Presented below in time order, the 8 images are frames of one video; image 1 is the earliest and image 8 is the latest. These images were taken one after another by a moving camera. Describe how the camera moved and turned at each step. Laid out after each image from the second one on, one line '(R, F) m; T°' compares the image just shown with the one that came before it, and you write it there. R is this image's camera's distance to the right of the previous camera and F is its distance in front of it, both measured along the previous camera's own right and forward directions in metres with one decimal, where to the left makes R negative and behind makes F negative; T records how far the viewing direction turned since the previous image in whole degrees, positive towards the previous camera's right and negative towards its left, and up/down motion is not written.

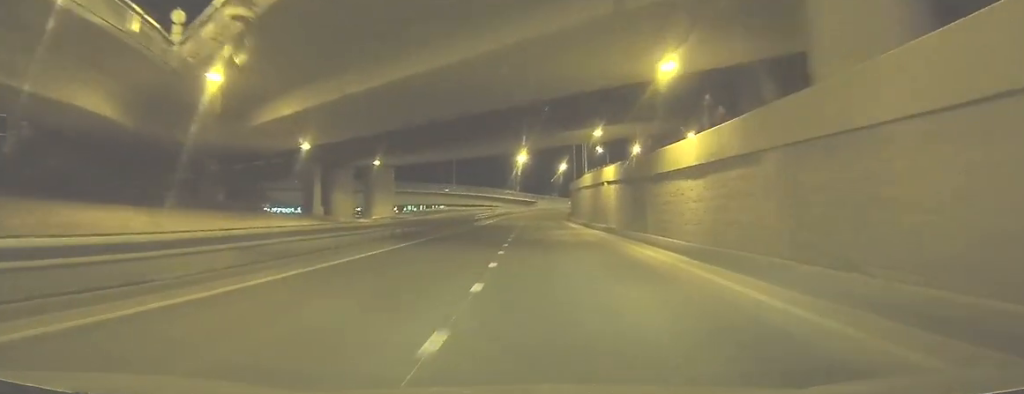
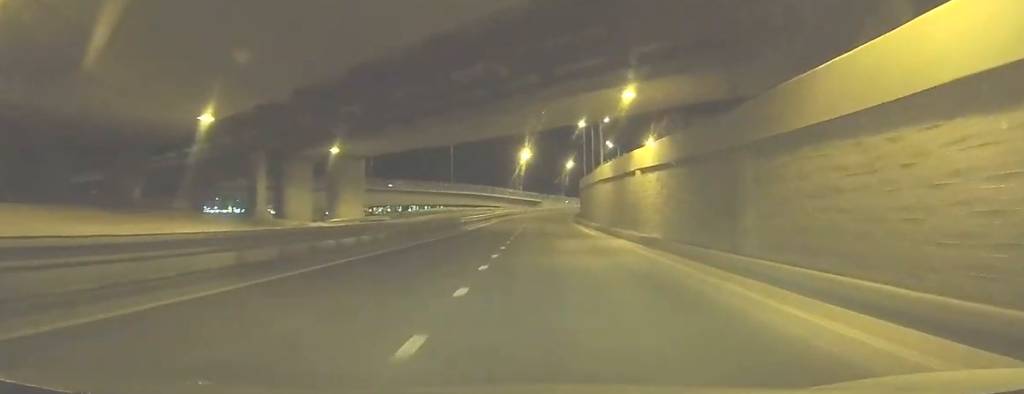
(-0.1, +15.8) m; 0°
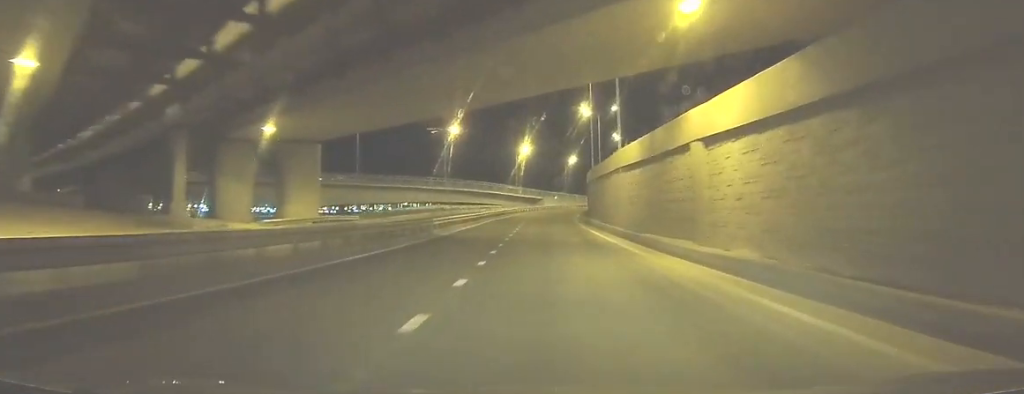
(+0.2, +13.8) m; +1°
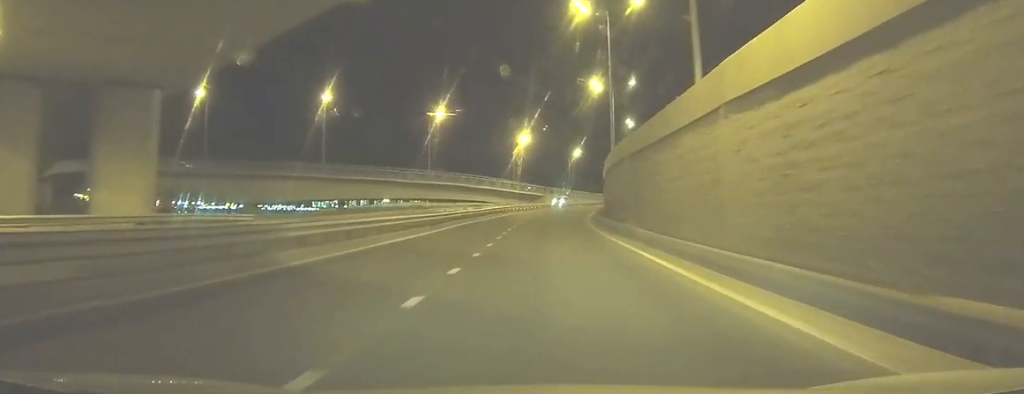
(0.0, +20.9) m; 0°
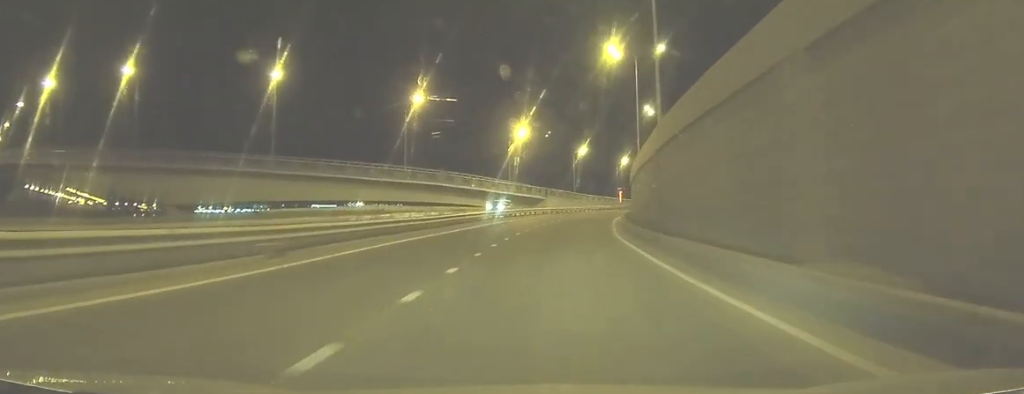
(+0.1, +18.1) m; +2°
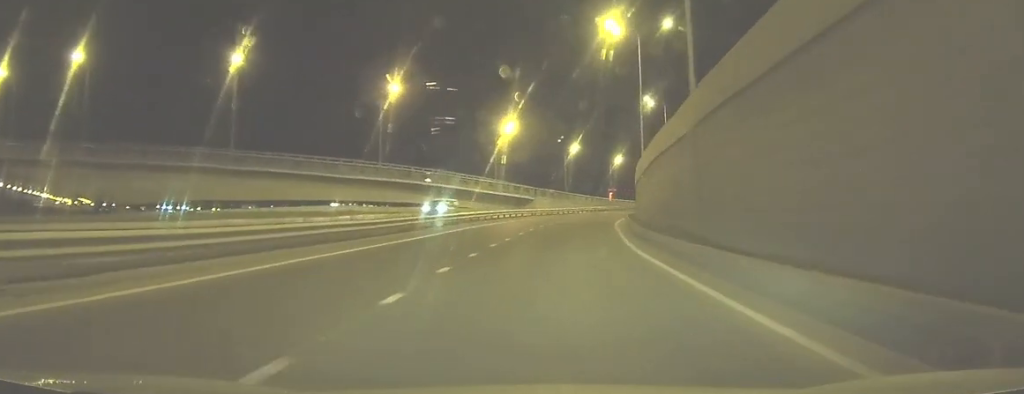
(+0.1, +7.1) m; +1°
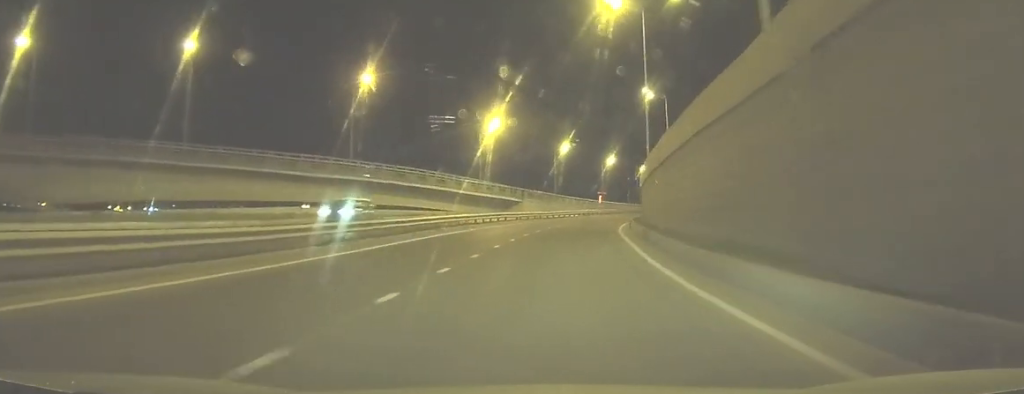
(+0.1, +6.6) m; +1°
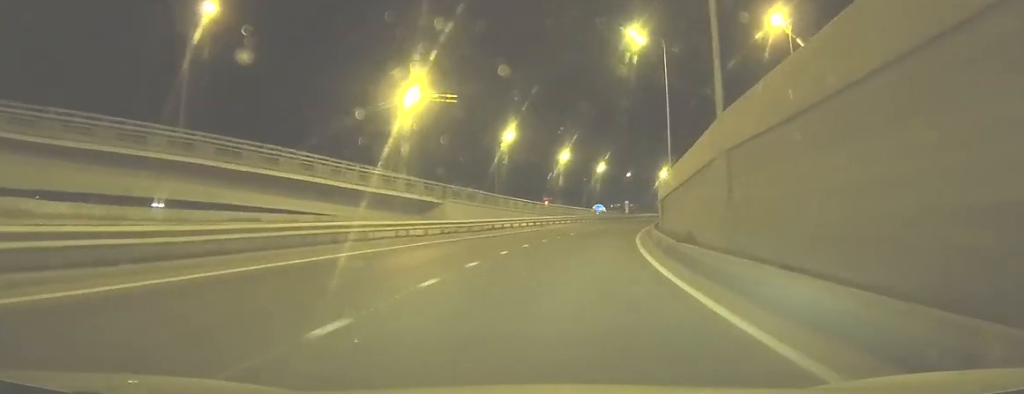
(+0.5, +23.4) m; +2°
